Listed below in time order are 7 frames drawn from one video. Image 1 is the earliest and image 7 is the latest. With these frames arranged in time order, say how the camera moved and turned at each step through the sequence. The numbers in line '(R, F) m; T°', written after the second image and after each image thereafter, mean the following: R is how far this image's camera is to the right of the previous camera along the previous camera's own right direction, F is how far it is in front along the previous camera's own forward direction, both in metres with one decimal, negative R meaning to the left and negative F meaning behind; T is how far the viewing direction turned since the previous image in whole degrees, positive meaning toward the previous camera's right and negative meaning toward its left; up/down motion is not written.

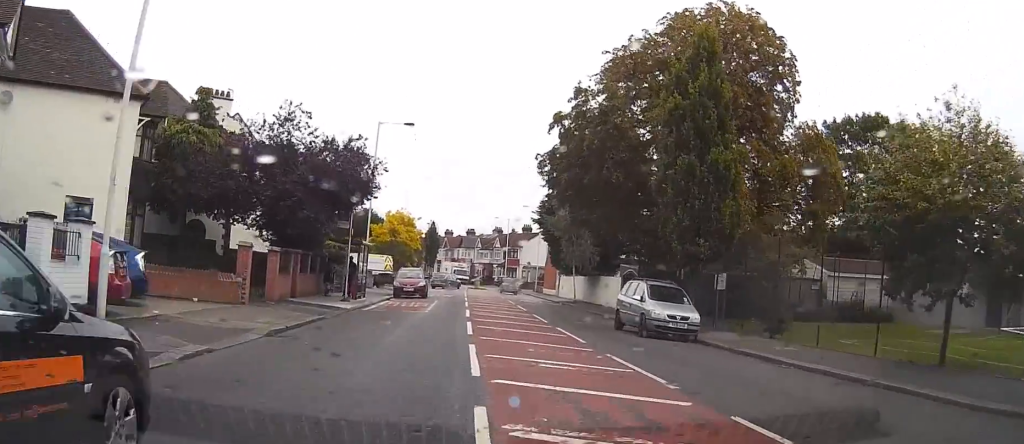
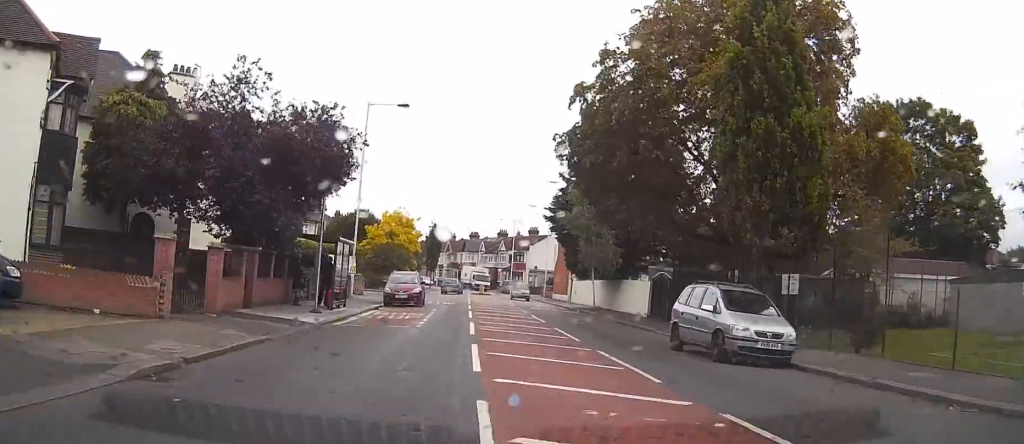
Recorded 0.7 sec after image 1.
(-0.1, +6.9) m; 0°
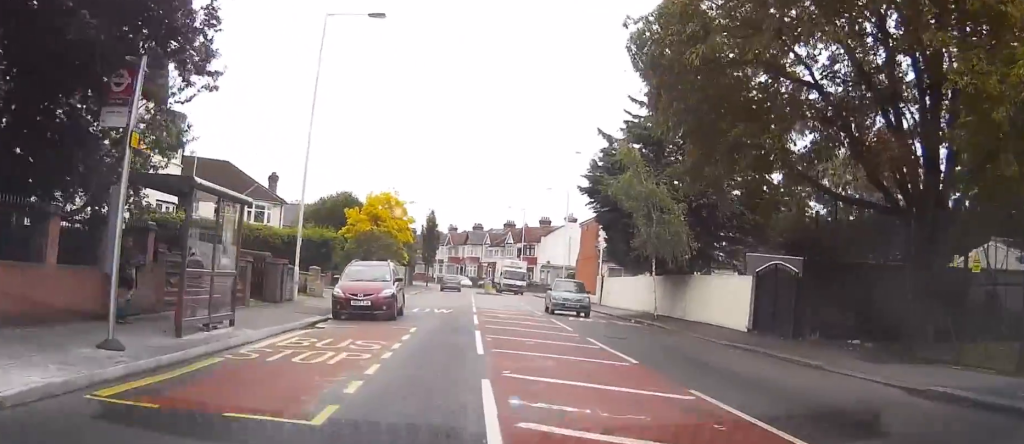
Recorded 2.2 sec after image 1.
(0.0, +14.5) m; 0°
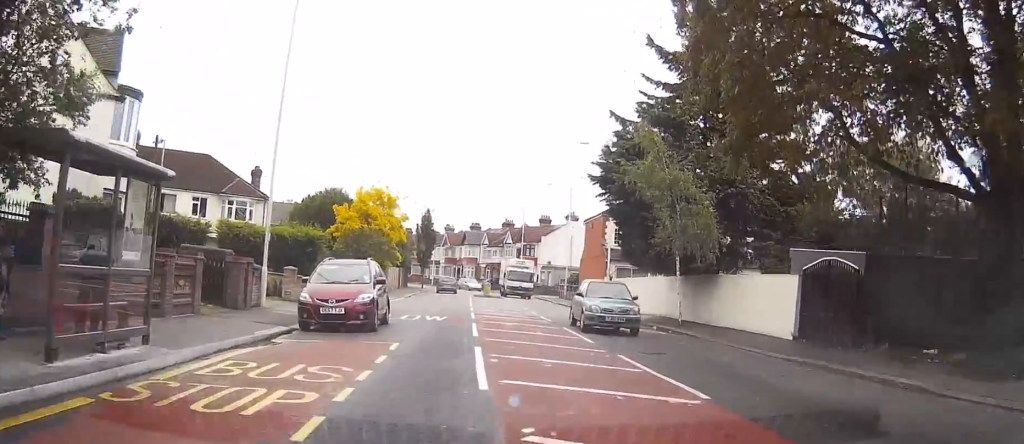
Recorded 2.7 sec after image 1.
(0.0, +4.1) m; 0°
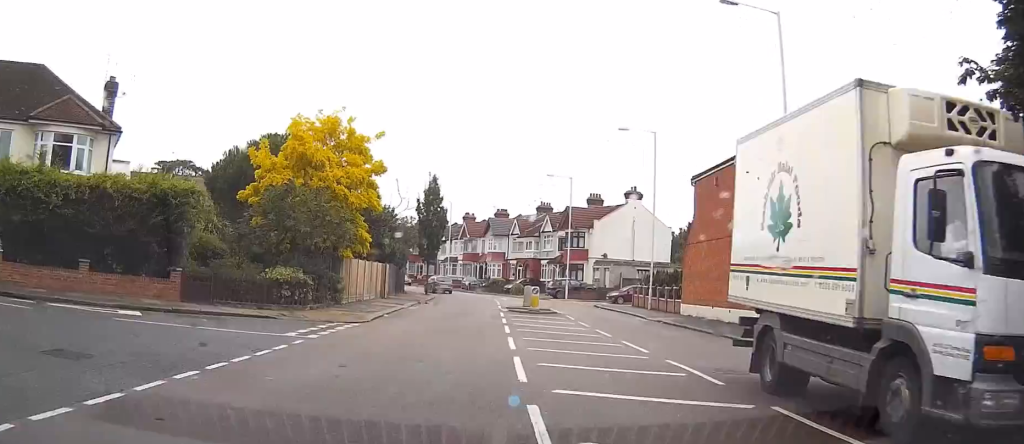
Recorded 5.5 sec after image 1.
(+0.4, +26.4) m; +1°
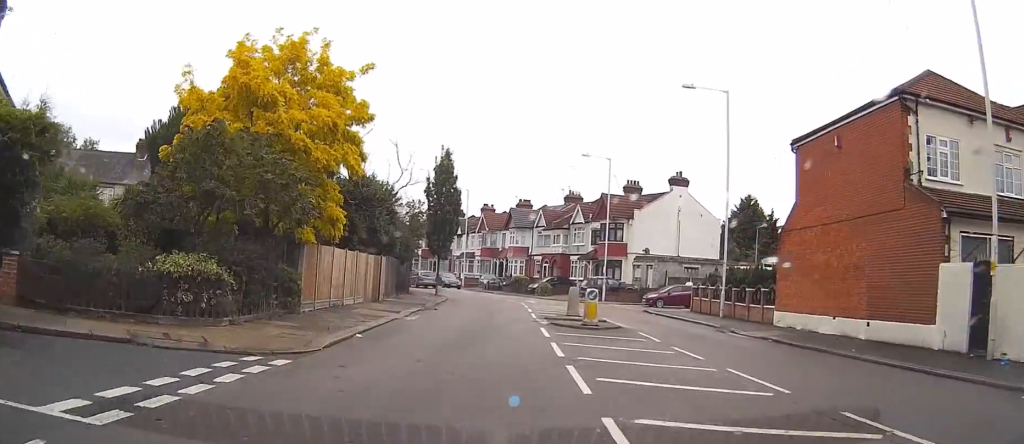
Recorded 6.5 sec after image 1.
(-0.3, +10.6) m; -2°
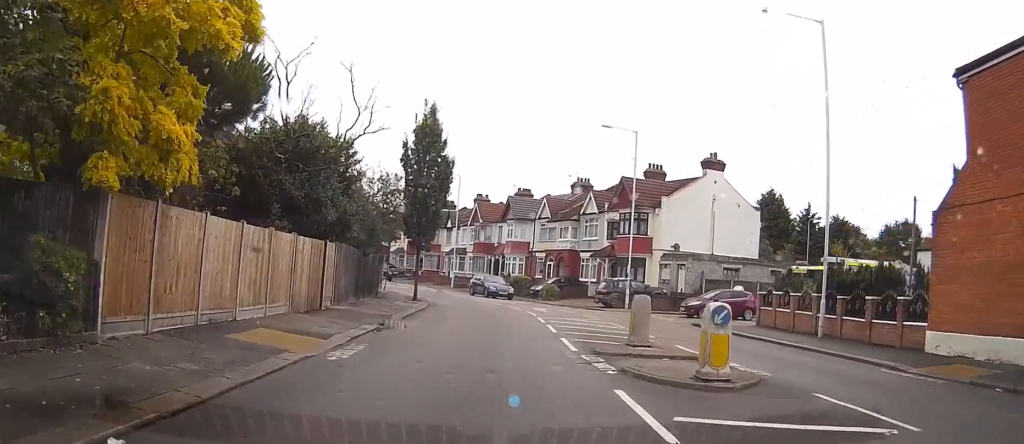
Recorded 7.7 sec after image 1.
(0.0, +11.3) m; 0°
